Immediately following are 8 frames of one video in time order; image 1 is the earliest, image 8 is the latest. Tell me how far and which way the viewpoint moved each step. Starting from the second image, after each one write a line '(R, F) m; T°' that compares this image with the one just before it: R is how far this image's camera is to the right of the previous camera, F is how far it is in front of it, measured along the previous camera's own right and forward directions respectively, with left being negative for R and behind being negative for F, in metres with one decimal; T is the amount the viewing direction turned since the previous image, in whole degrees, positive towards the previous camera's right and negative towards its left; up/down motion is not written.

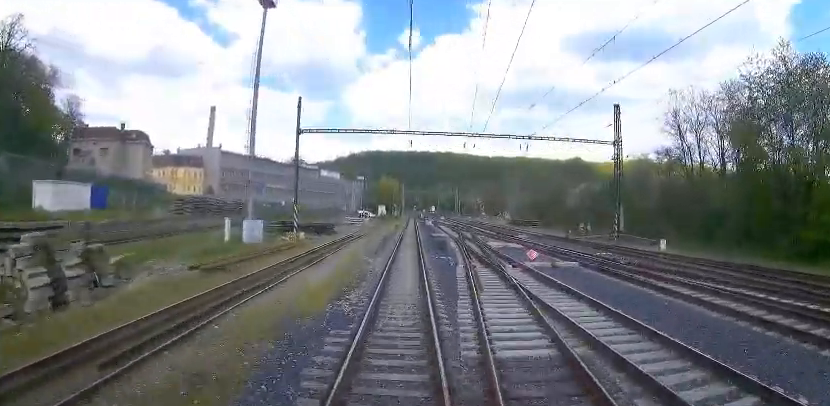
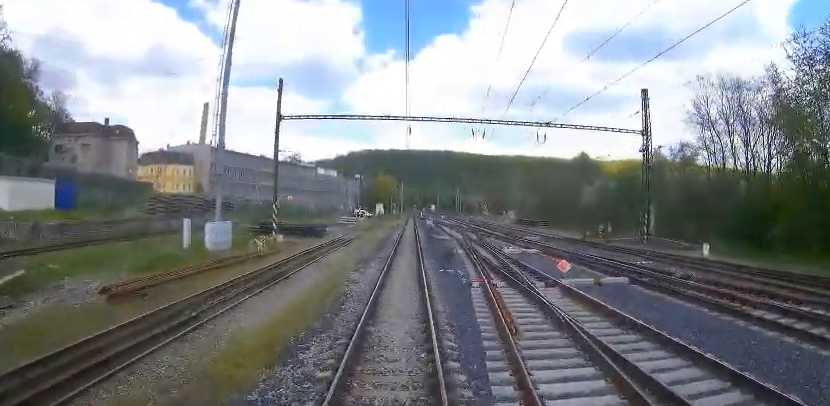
(-0.4, +5.5) m; -2°
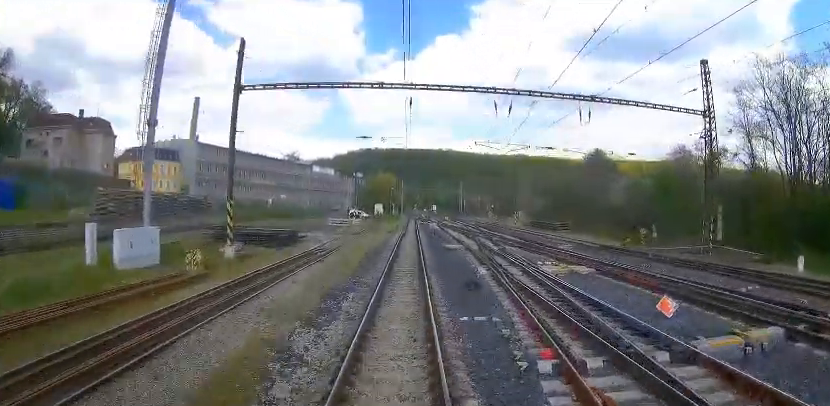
(+0.1, +8.3) m; +1°
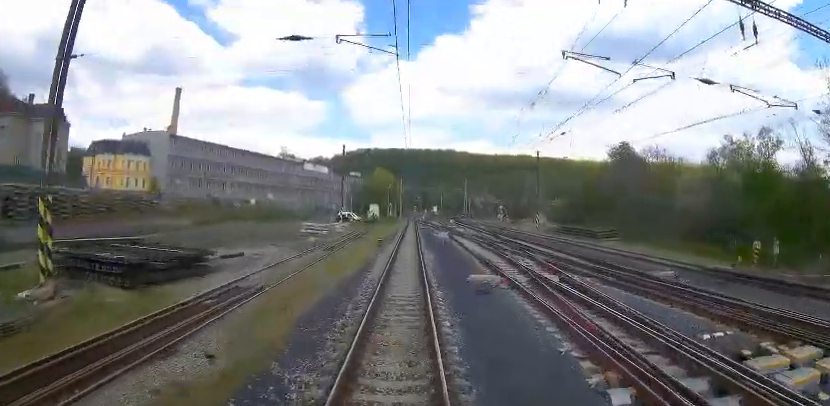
(+0.1, +13.6) m; 0°
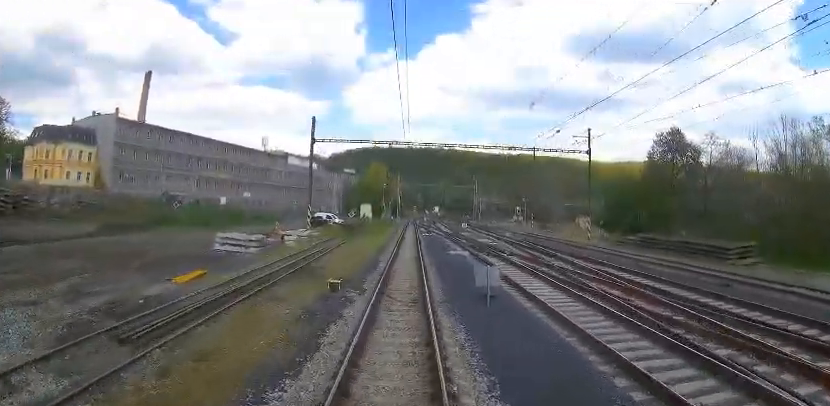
(-0.1, +19.2) m; +1°
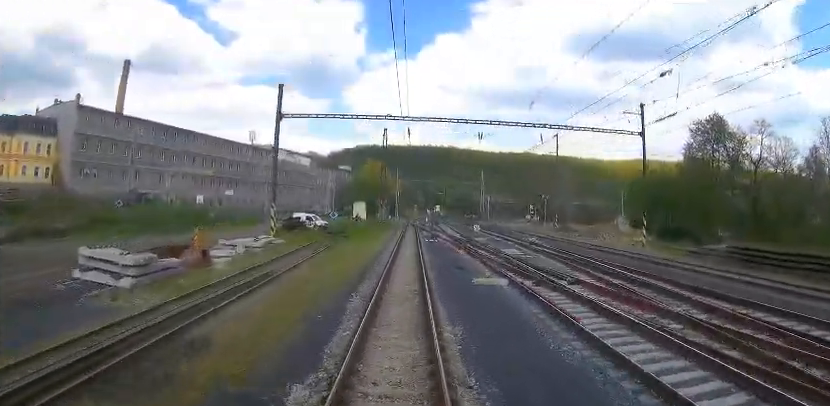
(+0.3, +11.2) m; -1°
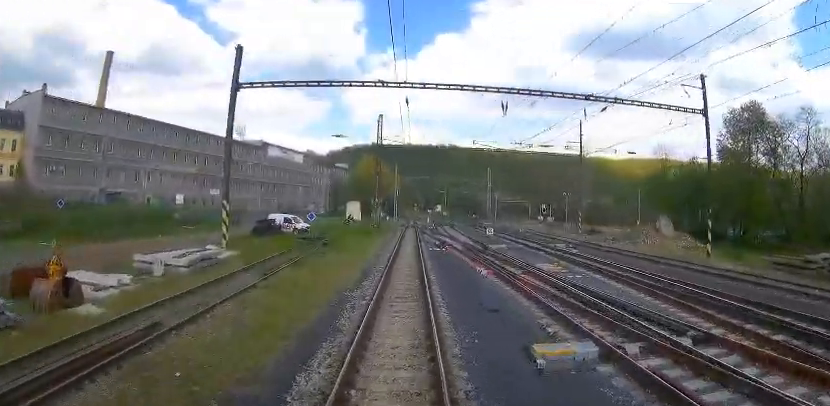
(-0.3, +8.3) m; -1°
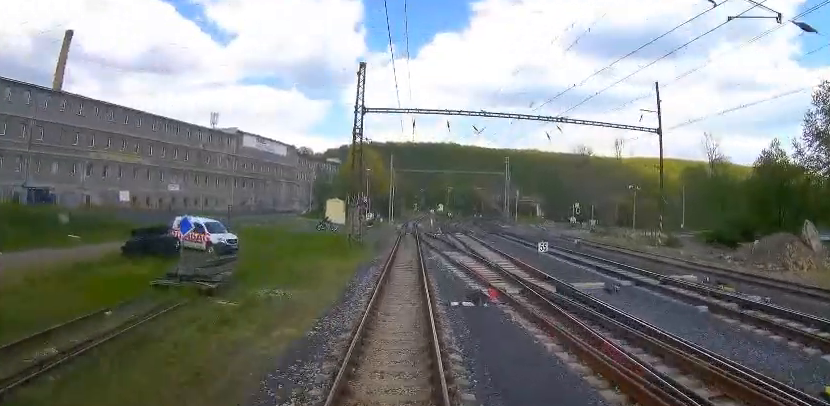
(+0.2, +16.8) m; +1°
